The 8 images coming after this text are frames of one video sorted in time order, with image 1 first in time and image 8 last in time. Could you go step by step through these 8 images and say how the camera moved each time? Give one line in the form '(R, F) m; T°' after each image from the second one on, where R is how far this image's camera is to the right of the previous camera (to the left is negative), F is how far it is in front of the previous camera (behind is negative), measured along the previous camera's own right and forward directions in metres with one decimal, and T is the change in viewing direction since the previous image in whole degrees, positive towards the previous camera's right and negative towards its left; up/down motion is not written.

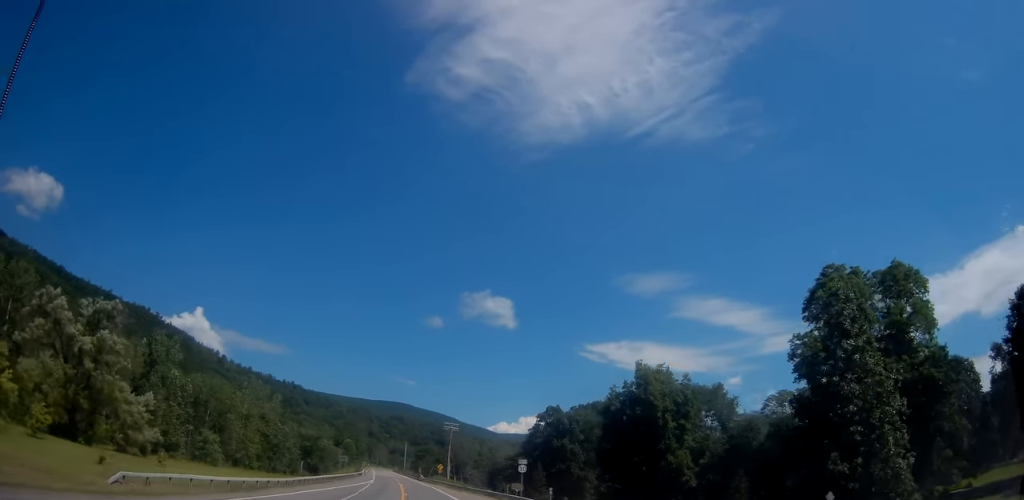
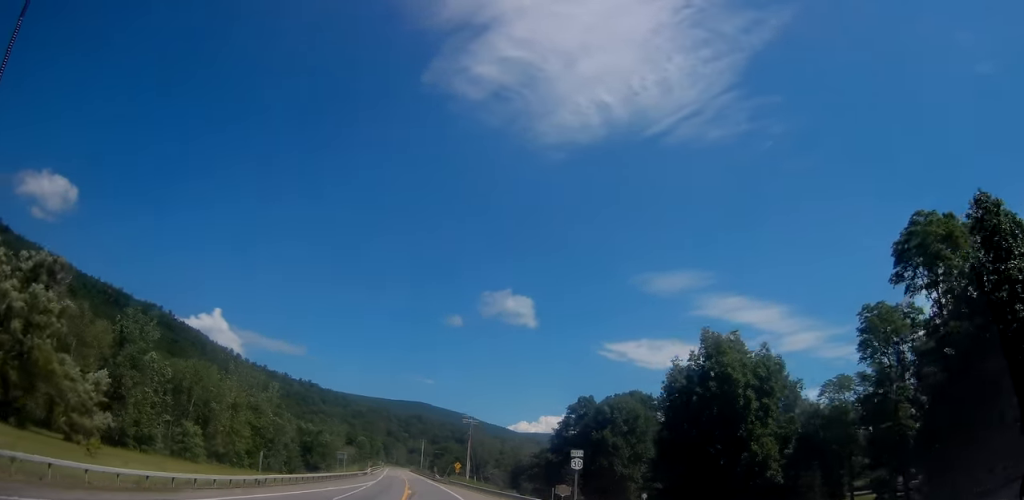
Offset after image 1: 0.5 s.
(-0.4, +13.7) m; -2°
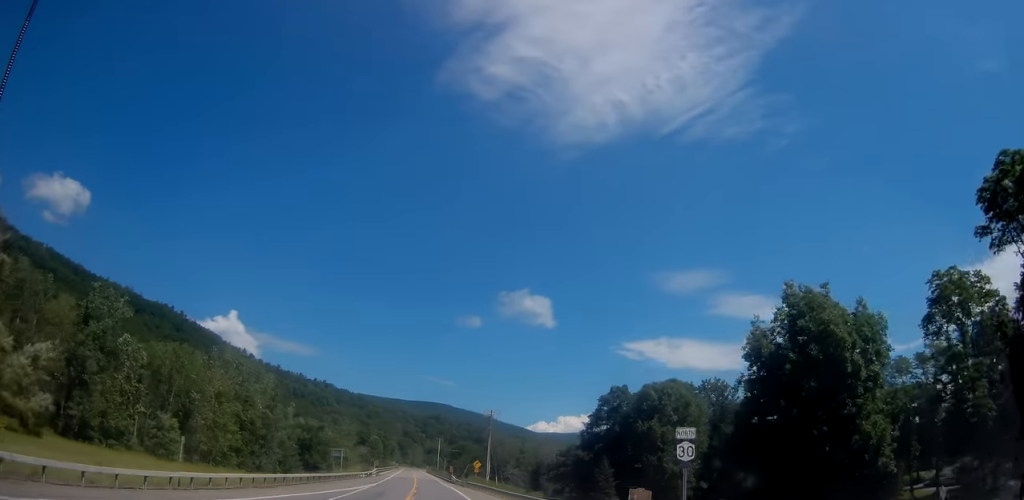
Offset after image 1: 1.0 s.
(0.0, +12.0) m; -1°
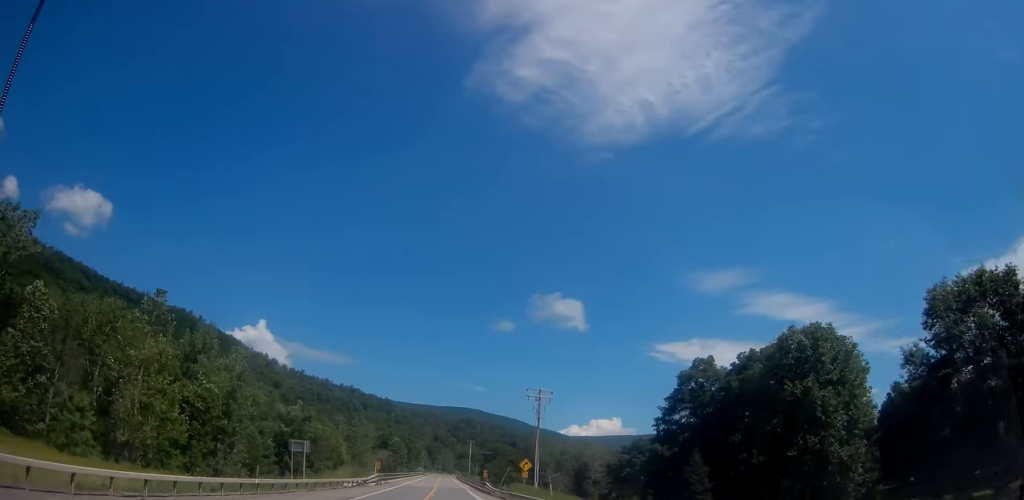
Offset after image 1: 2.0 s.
(-0.6, +24.9) m; -3°
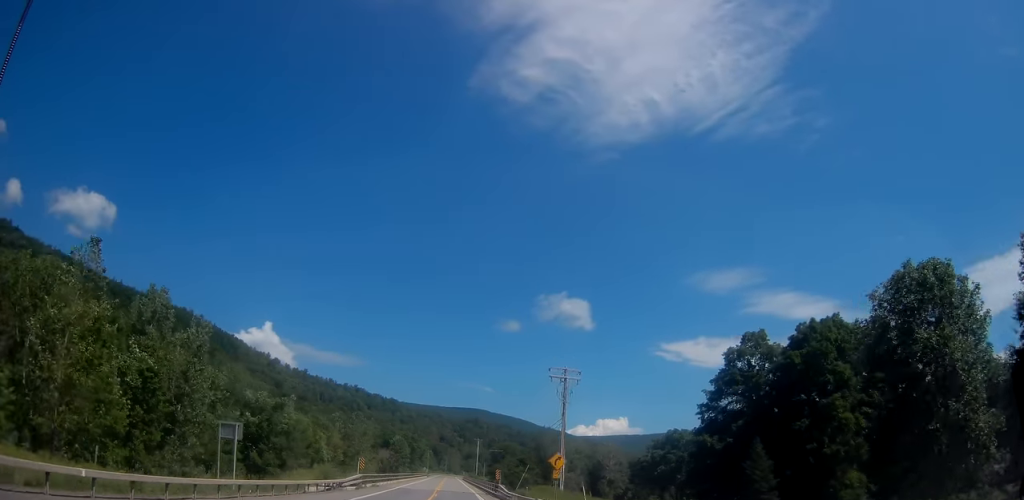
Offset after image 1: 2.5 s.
(-0.3, +12.9) m; -1°
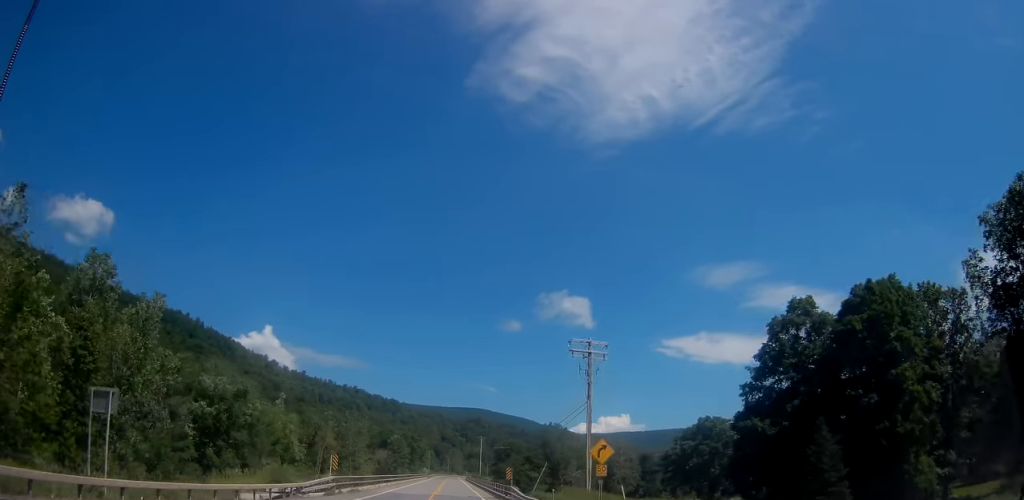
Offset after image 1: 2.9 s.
(-0.1, +10.3) m; -1°
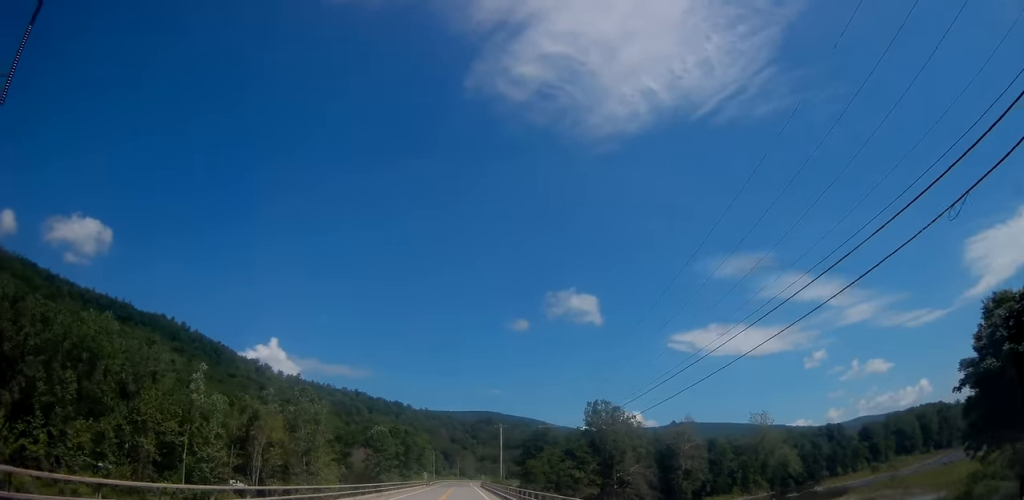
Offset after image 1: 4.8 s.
(-0.8, +50.0) m; -1°
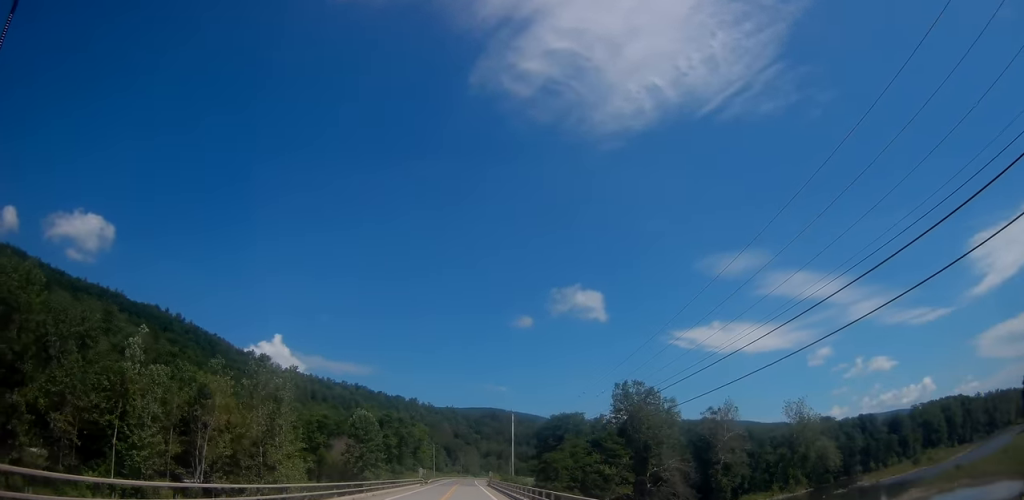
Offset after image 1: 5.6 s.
(+0.2, +21.6) m; 0°
